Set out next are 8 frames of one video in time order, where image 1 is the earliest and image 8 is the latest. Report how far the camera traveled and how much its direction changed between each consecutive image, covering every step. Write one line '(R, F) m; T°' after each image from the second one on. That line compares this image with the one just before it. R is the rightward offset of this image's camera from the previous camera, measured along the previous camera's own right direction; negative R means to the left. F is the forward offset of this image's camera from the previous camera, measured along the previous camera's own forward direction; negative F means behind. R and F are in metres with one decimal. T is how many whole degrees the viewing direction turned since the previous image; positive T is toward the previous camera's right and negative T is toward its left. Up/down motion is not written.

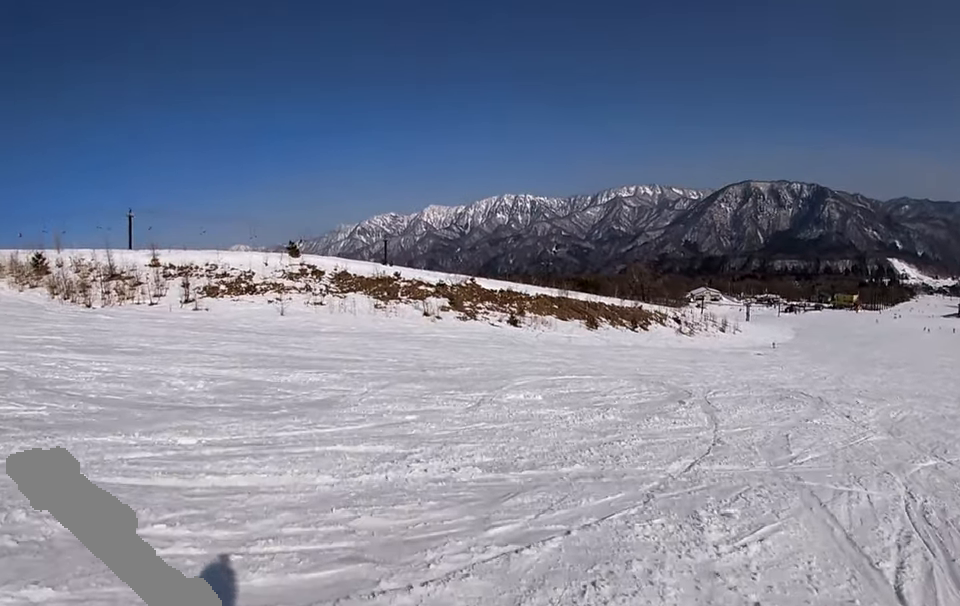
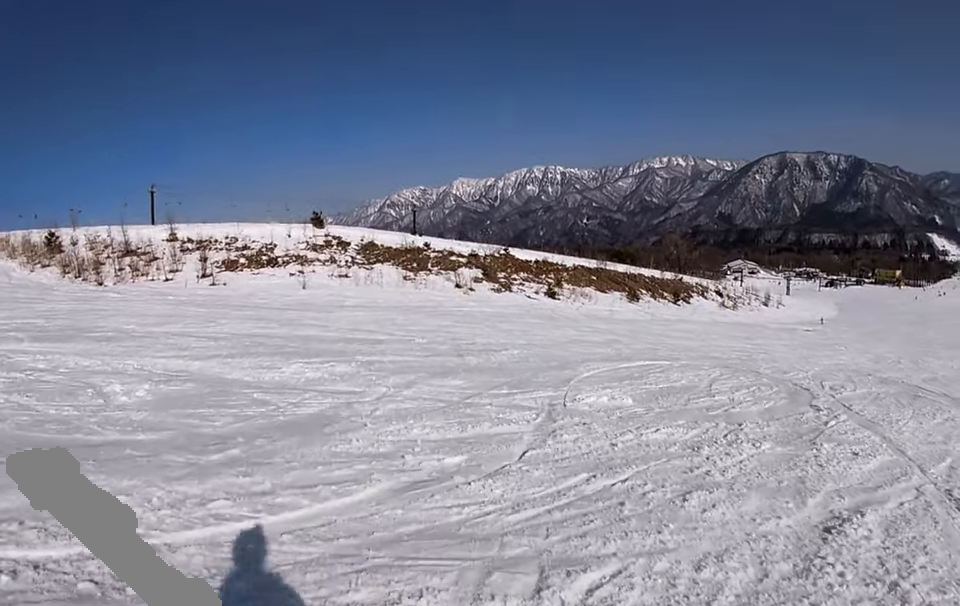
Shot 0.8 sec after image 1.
(-0.1, +4.4) m; -15°
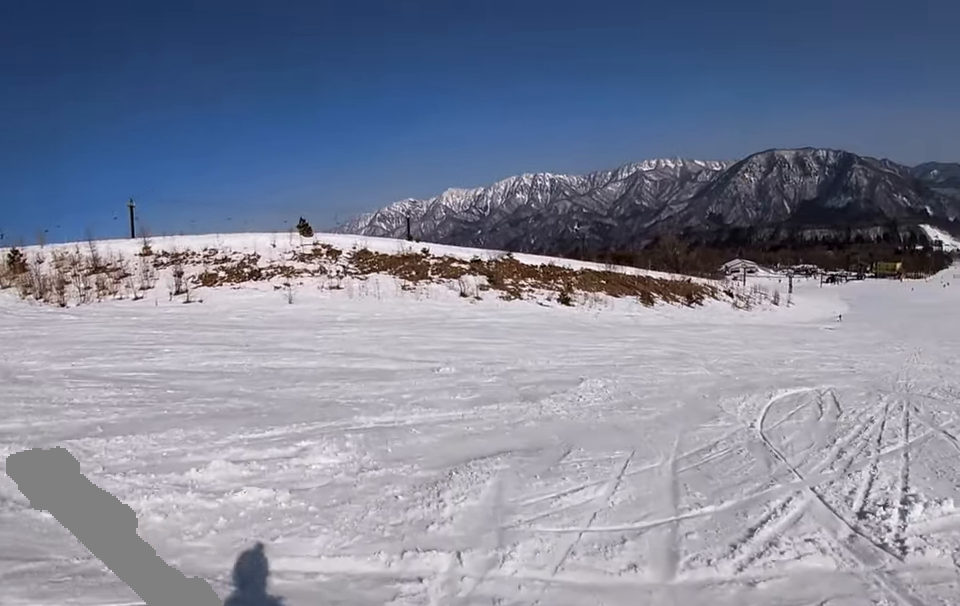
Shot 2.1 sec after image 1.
(-1.4, +6.5) m; -2°
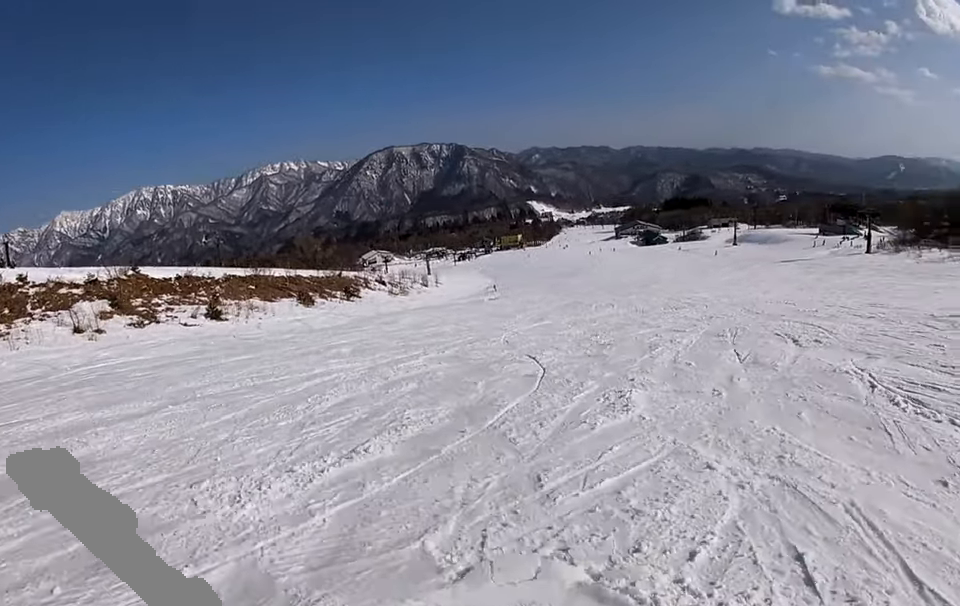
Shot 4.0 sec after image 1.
(+2.7, +10.0) m; +36°
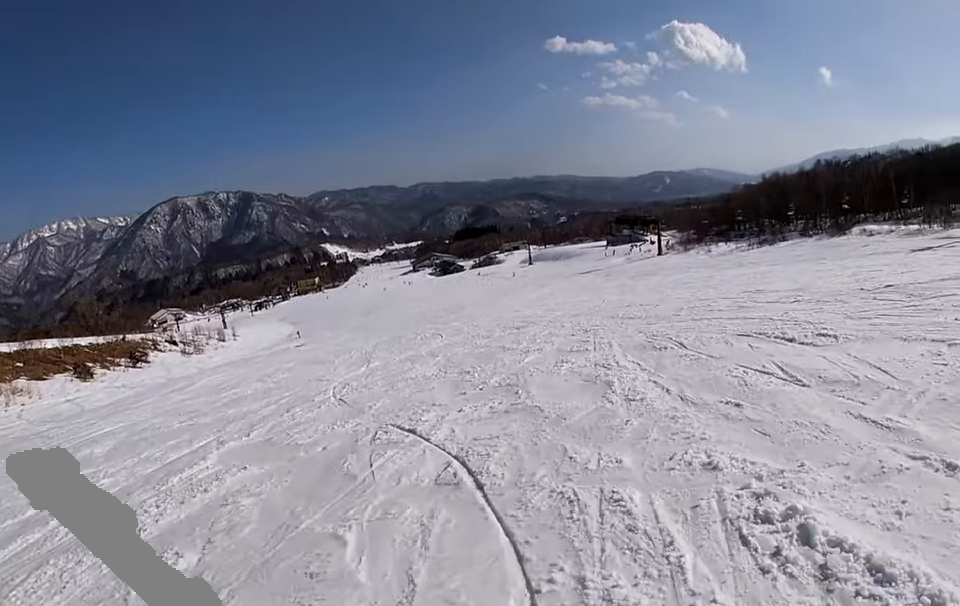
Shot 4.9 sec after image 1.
(+1.3, +4.8) m; +28°
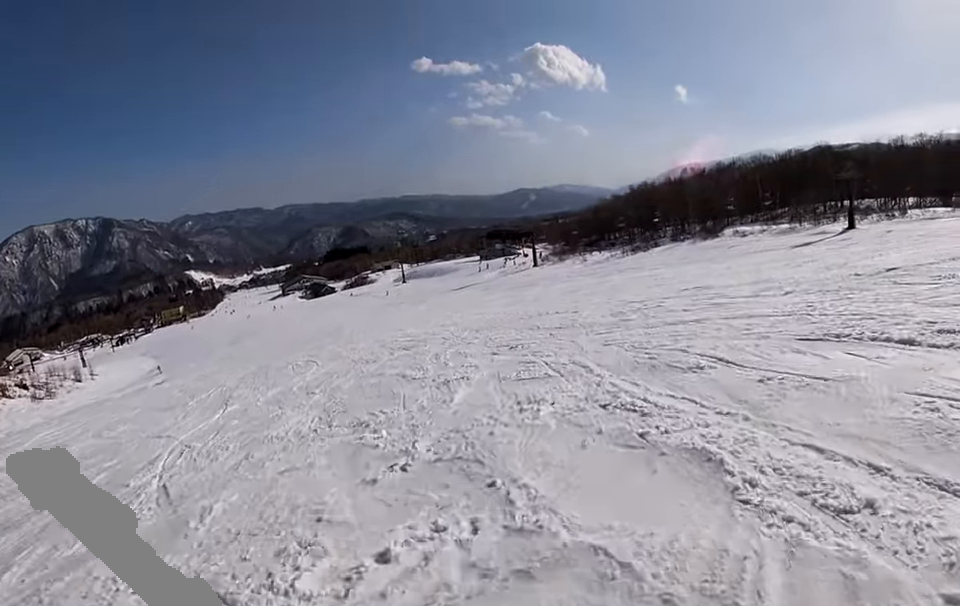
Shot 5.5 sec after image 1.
(+1.0, +3.8) m; +18°
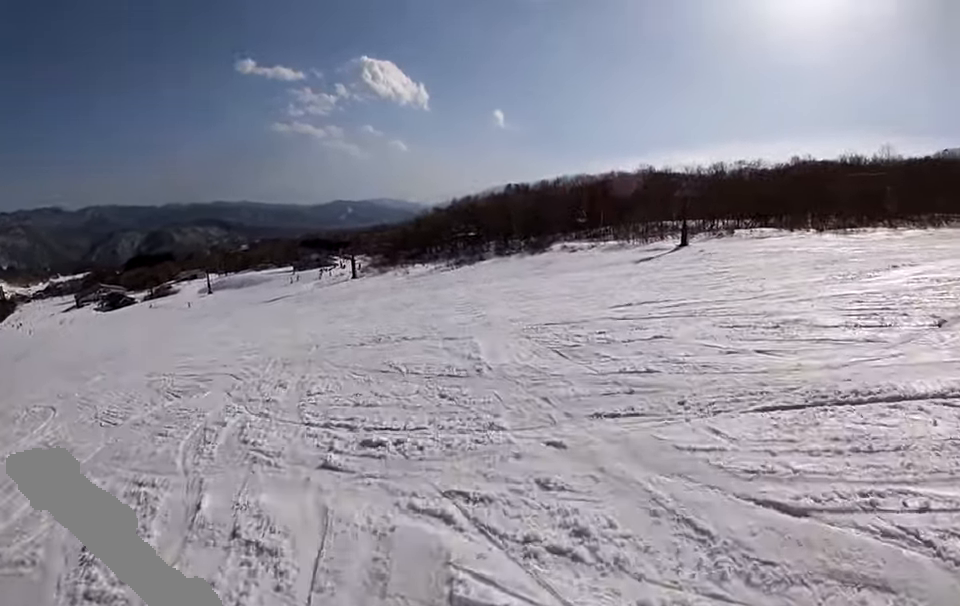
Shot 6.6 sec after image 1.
(+1.7, +6.9) m; +19°
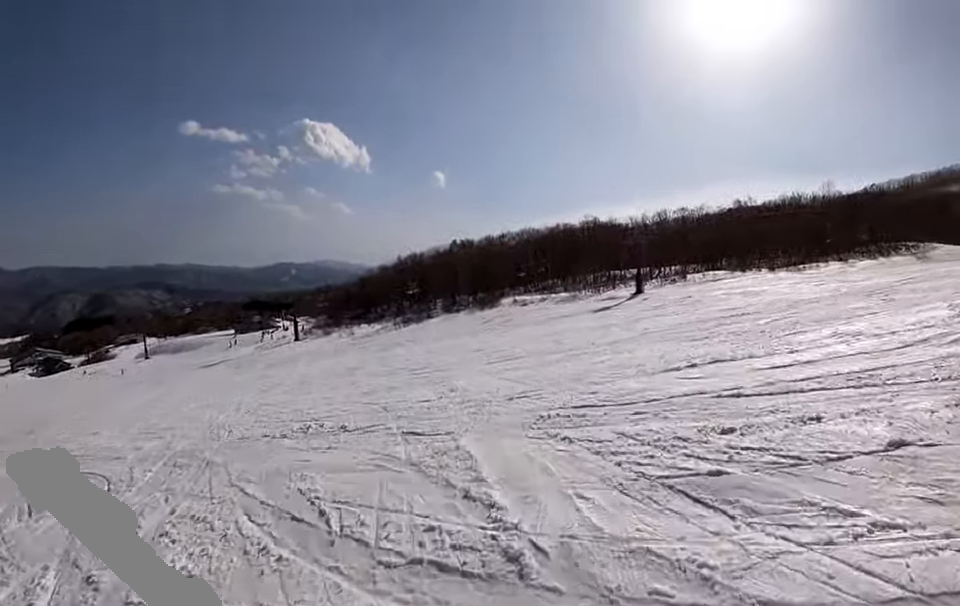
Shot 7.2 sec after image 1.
(+0.3, +4.3) m; +6°
